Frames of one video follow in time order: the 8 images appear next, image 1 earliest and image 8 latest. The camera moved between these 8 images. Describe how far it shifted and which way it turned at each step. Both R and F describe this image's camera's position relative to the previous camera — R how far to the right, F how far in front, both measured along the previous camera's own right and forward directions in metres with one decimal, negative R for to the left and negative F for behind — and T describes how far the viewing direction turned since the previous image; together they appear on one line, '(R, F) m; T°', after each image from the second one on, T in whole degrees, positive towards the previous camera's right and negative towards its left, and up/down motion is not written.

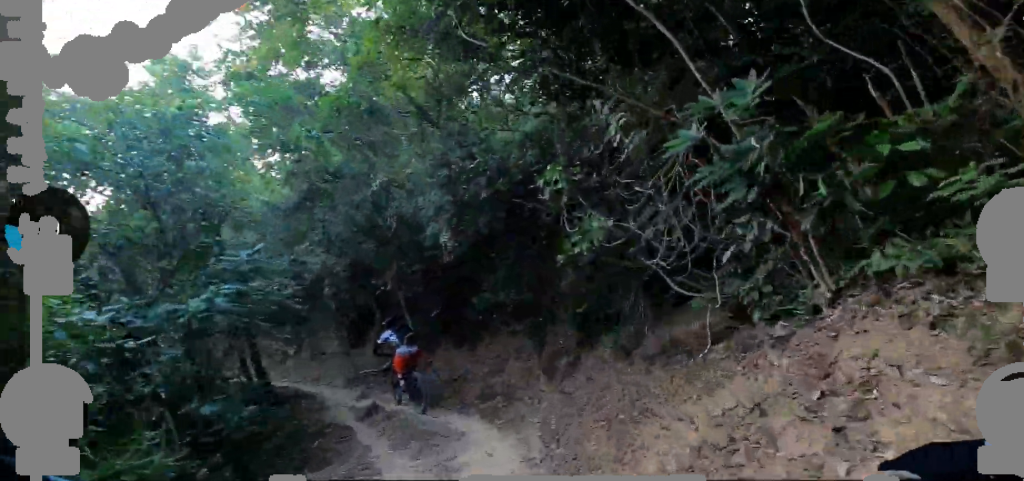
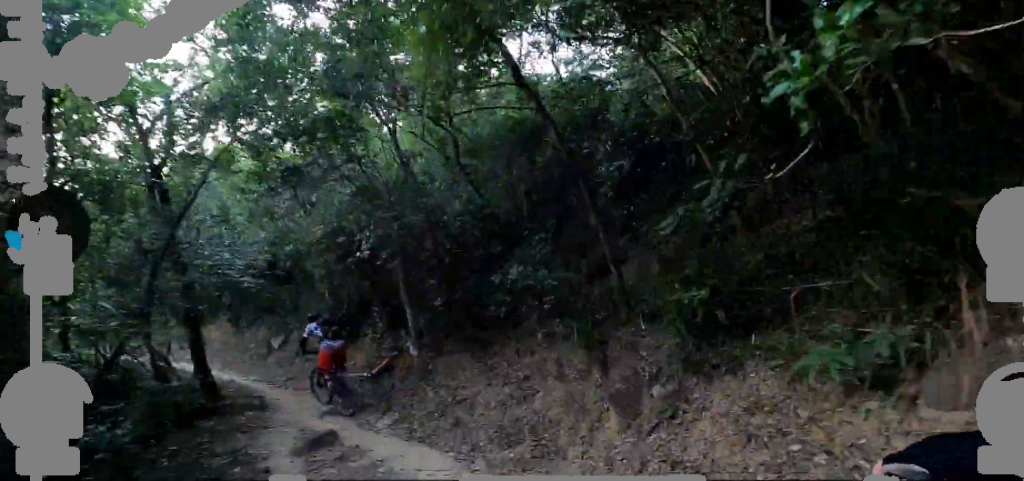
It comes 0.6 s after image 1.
(0.0, +1.4) m; -6°
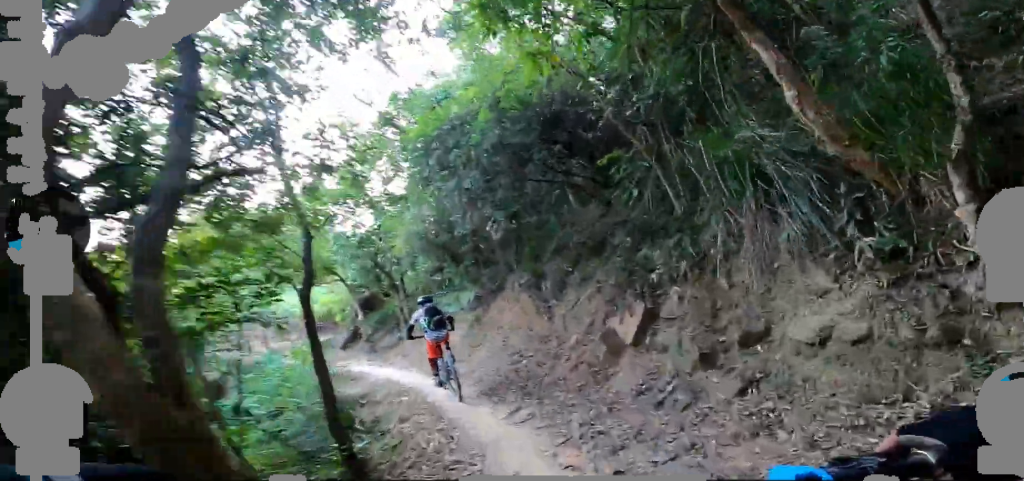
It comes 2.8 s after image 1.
(-1.0, +5.5) m; -26°
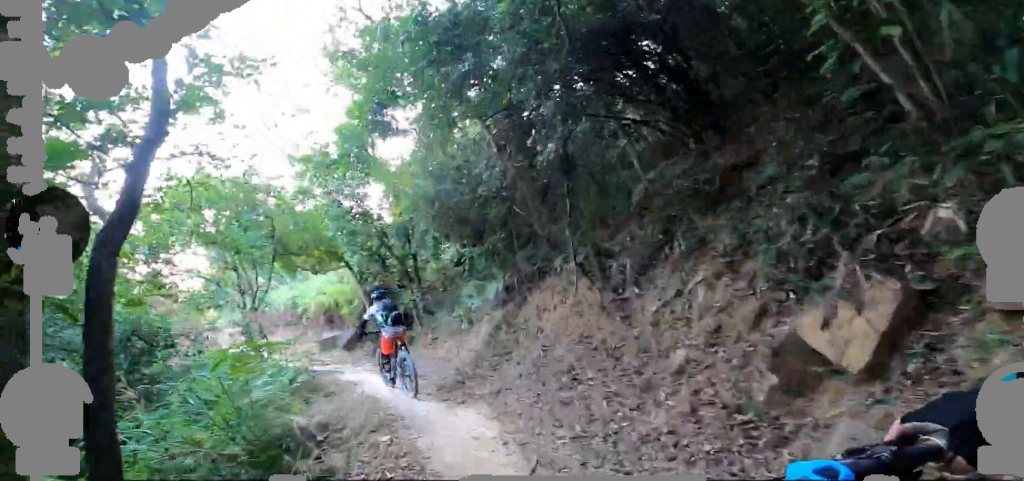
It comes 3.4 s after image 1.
(-0.1, +1.4) m; -11°
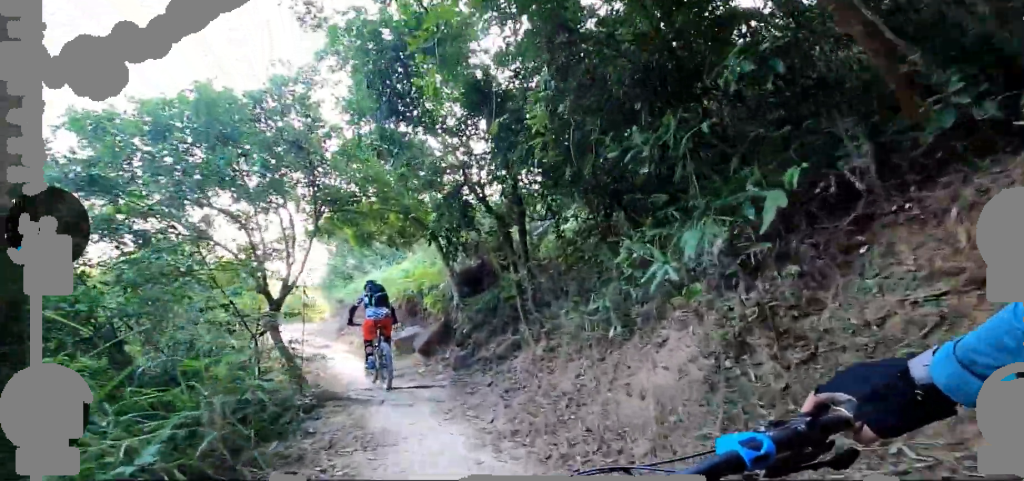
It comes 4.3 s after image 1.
(-0.4, +2.5) m; -14°
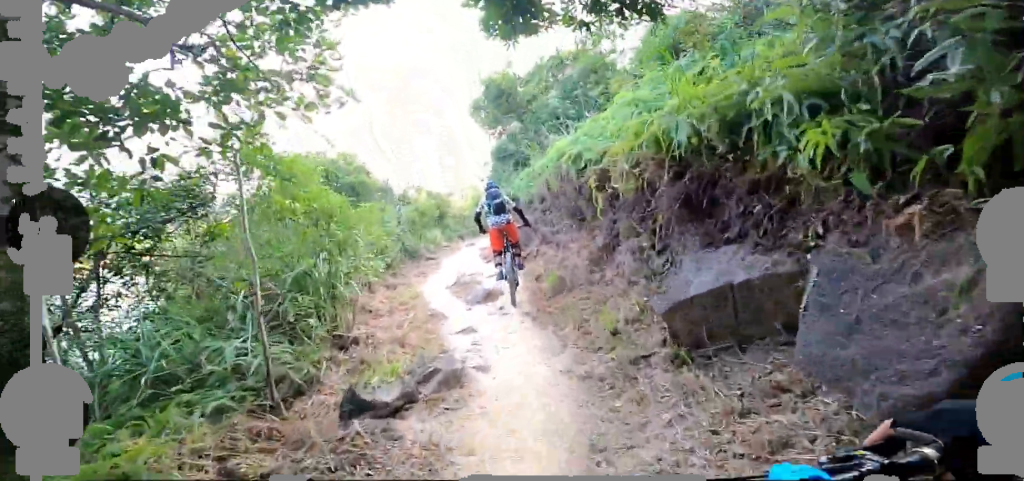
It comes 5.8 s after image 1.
(-0.7, +5.2) m; -14°
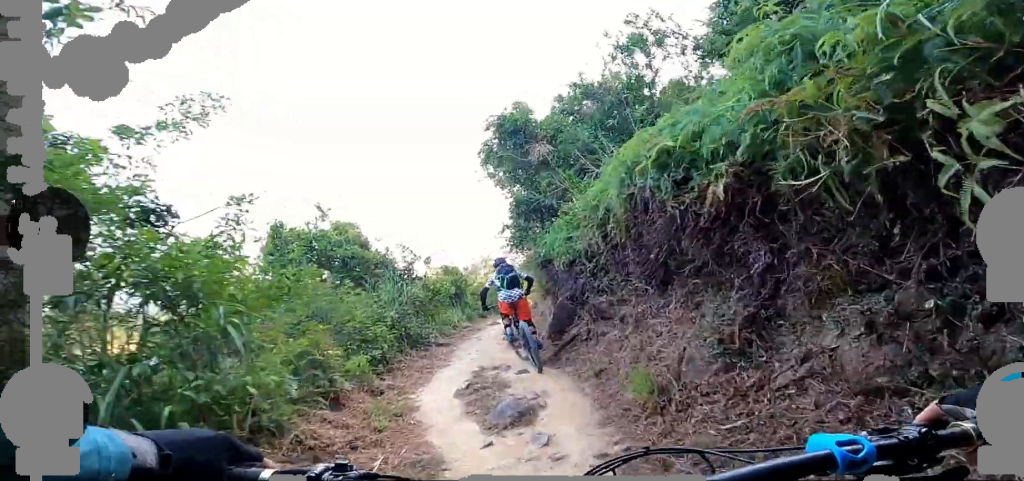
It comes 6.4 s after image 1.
(-0.1, +2.2) m; -3°
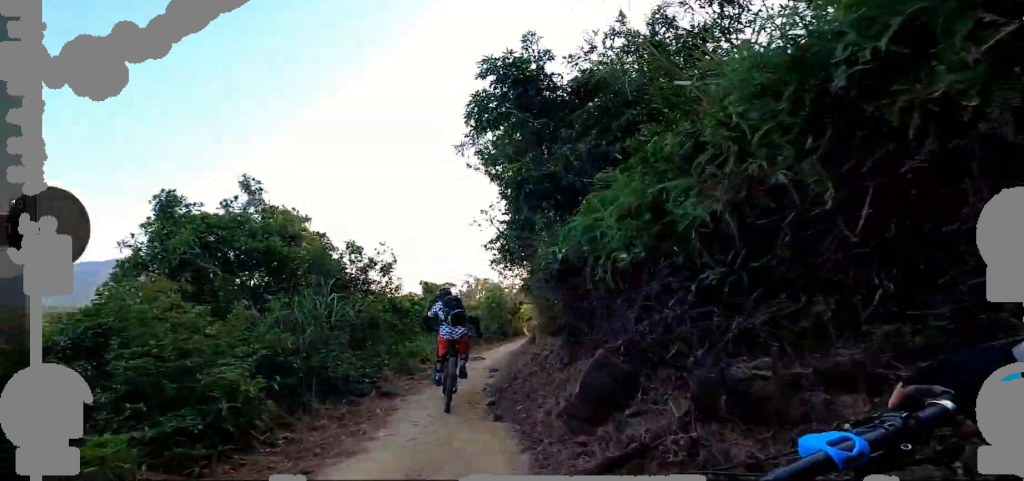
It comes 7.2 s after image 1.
(-0.1, +3.0) m; 0°
